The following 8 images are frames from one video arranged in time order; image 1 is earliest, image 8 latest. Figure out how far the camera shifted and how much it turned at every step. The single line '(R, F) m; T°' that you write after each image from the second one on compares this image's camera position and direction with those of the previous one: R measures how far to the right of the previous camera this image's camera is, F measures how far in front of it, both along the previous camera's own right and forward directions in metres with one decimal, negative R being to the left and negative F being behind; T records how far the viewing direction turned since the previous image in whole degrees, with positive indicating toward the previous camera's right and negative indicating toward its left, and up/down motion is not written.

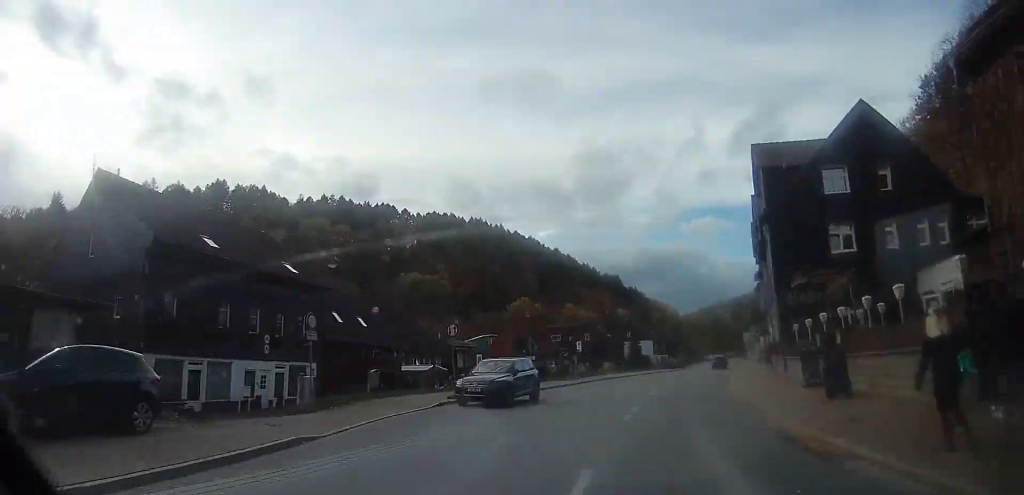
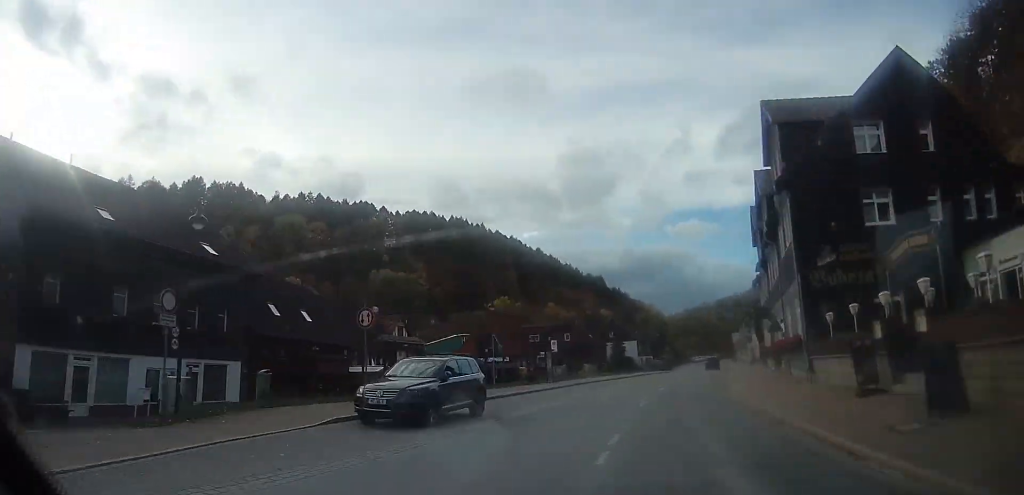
(+0.2, +5.8) m; +2°
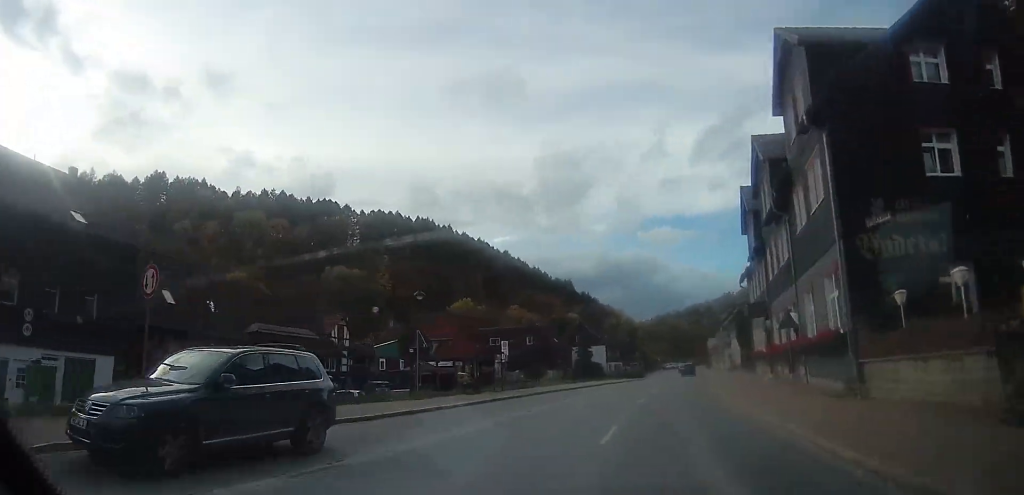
(-0.1, +6.8) m; +3°
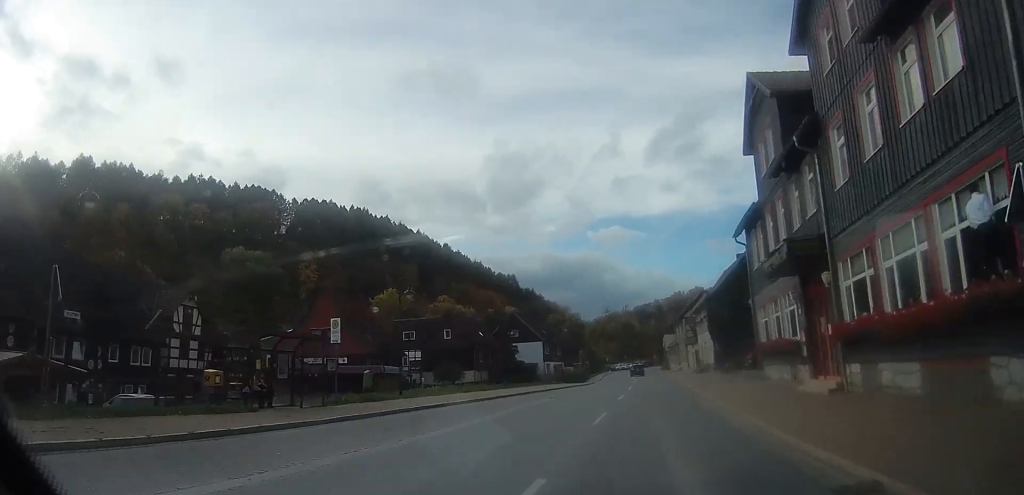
(+1.1, +14.9) m; +6°
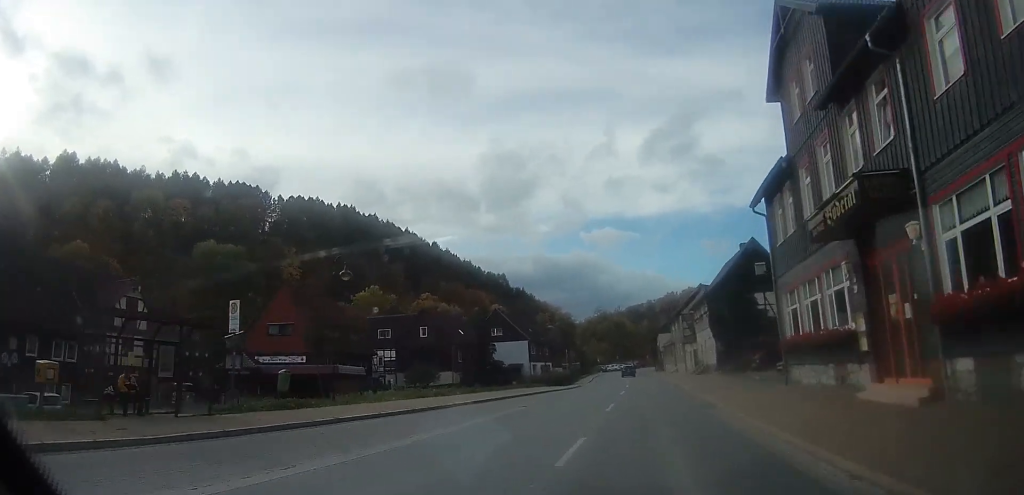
(0.0, +5.1) m; 0°
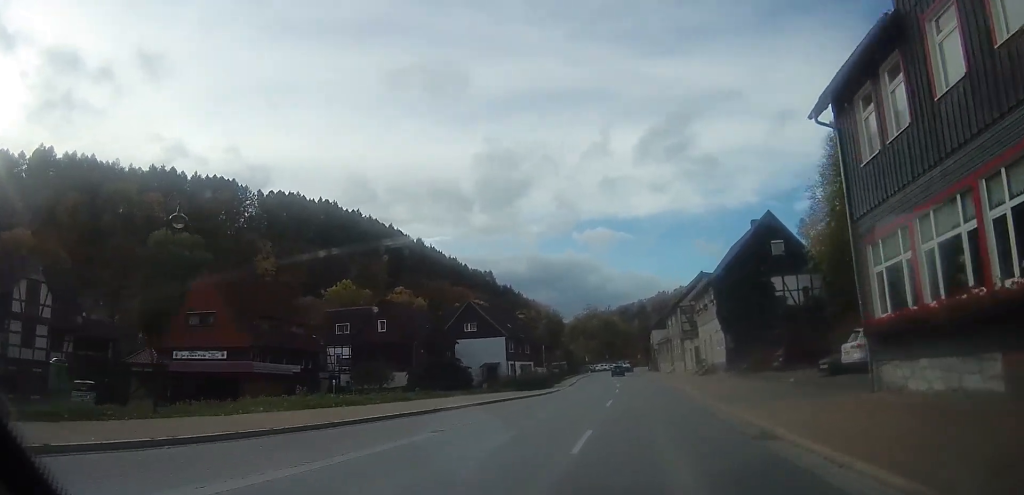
(0.0, +8.1) m; -1°
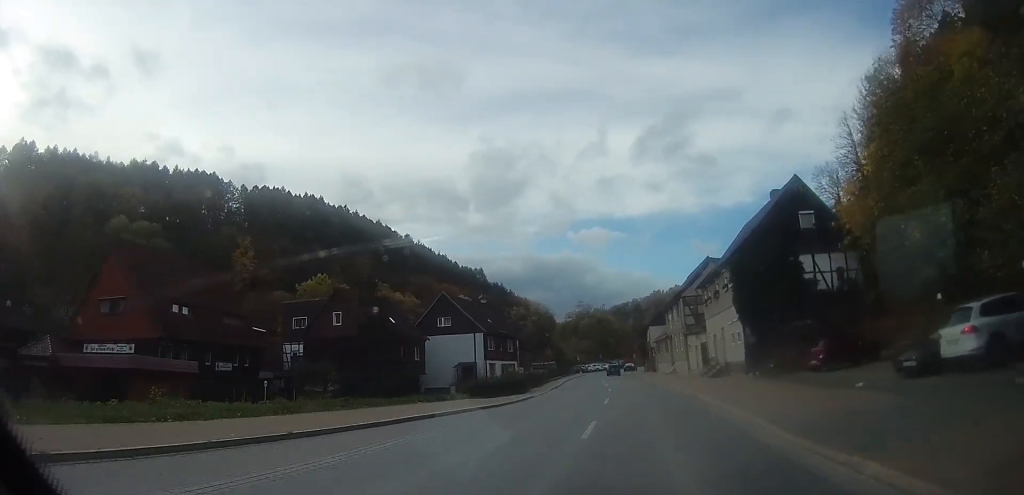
(0.0, +7.5) m; +1°
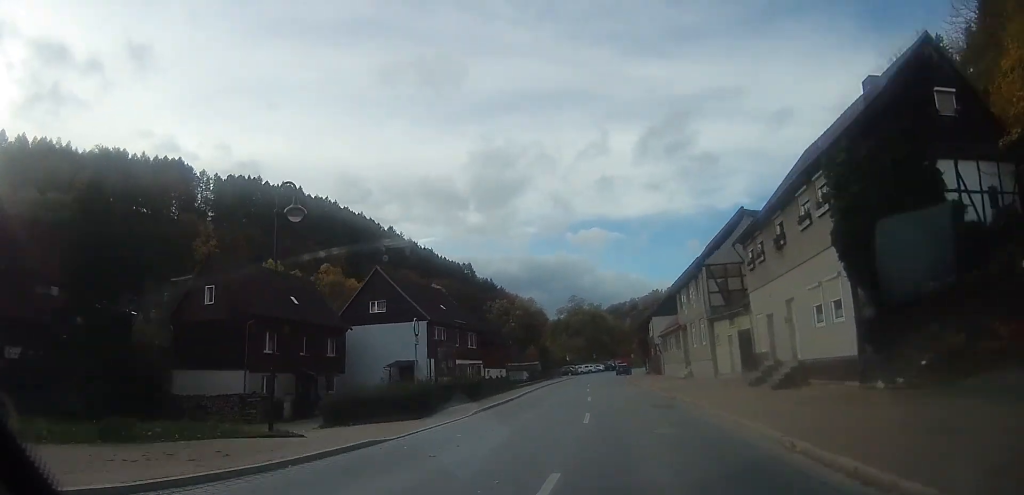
(+1.3, +15.1) m; +7°
